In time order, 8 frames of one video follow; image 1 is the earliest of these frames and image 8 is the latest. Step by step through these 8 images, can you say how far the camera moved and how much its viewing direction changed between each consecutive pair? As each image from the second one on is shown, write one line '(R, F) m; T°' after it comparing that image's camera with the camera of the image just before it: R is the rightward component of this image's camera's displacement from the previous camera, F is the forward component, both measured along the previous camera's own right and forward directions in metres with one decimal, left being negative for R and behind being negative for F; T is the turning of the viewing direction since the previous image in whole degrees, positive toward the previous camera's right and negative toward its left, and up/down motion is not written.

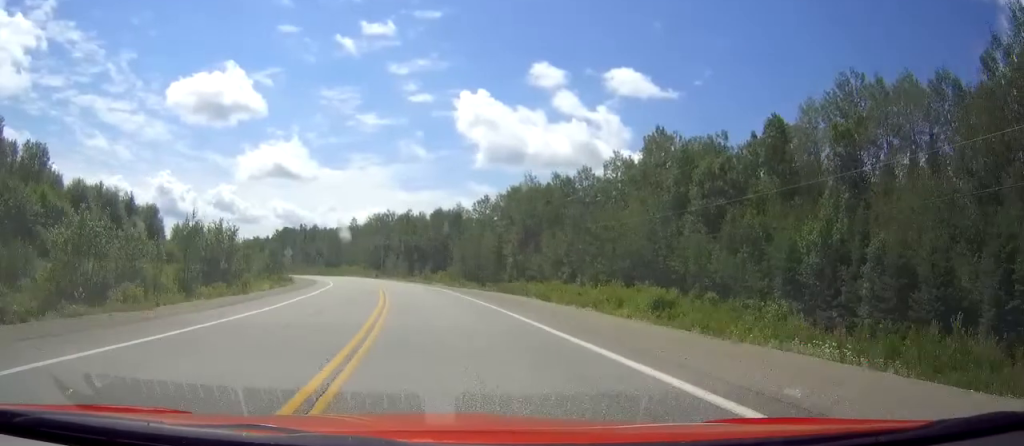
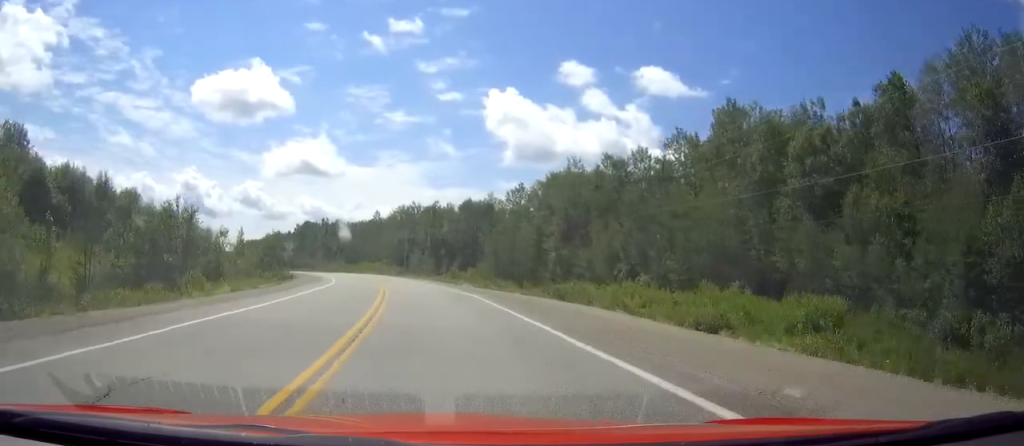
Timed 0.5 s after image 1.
(-0.2, +13.5) m; -3°
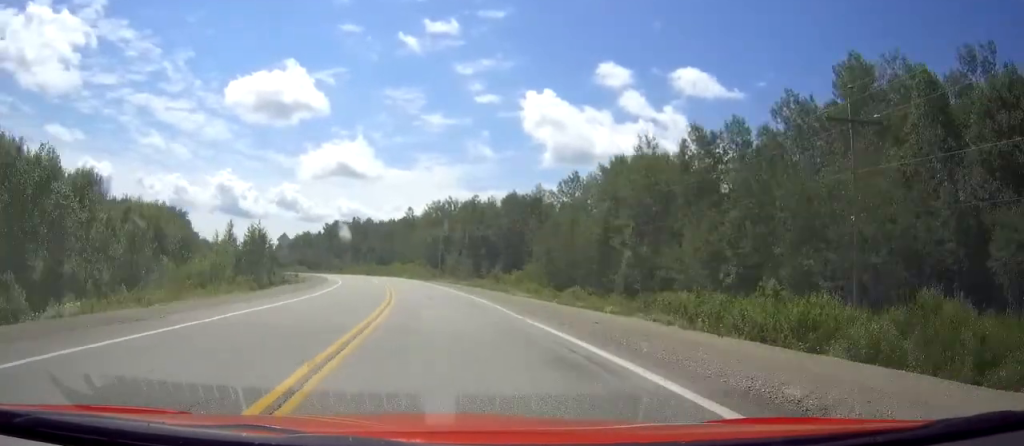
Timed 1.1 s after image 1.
(-0.6, +17.3) m; -3°
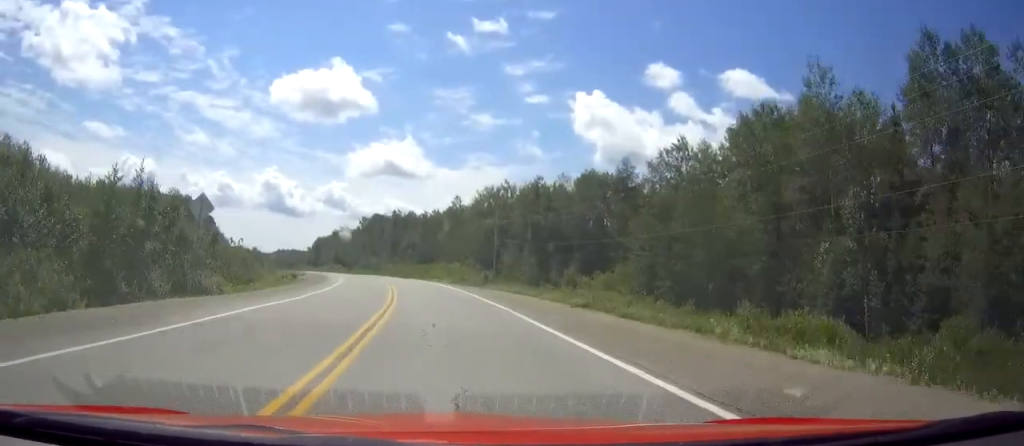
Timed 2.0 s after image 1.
(-1.4, +28.0) m; -5°
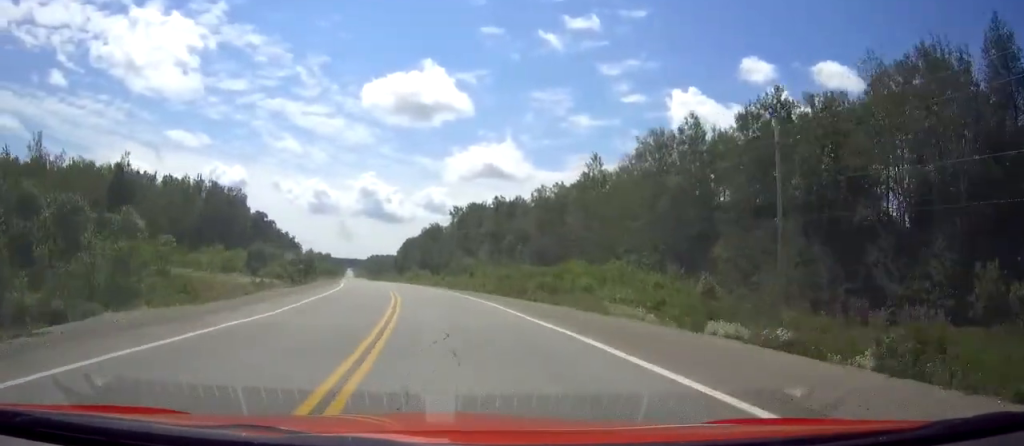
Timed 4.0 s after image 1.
(-4.0, +56.2) m; -7°
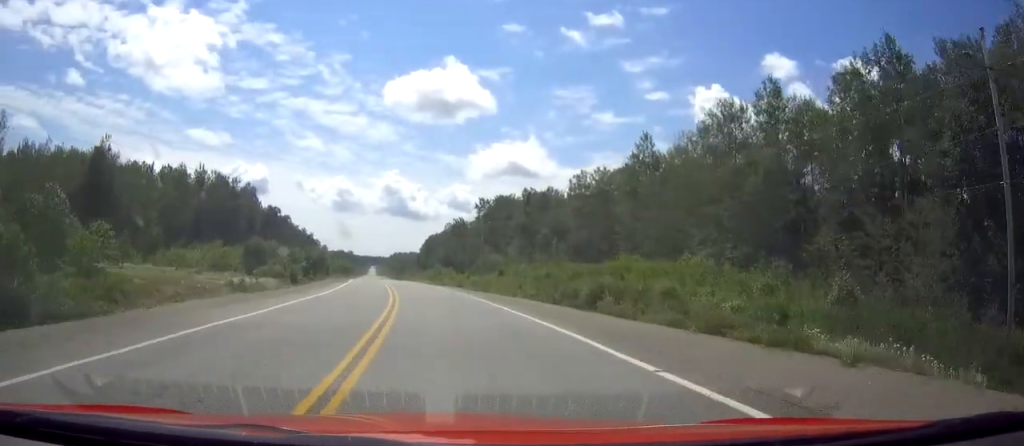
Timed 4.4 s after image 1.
(-0.1, +13.7) m; -2°
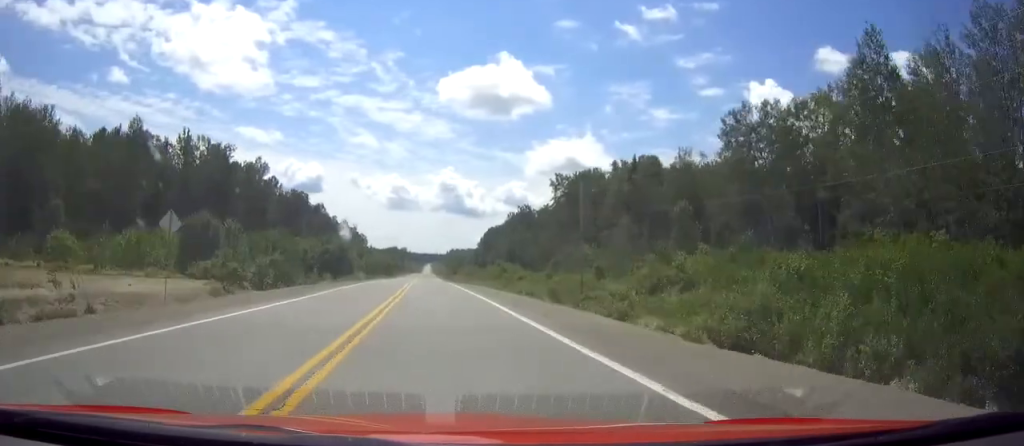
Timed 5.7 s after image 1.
(-1.6, +38.6) m; -5°
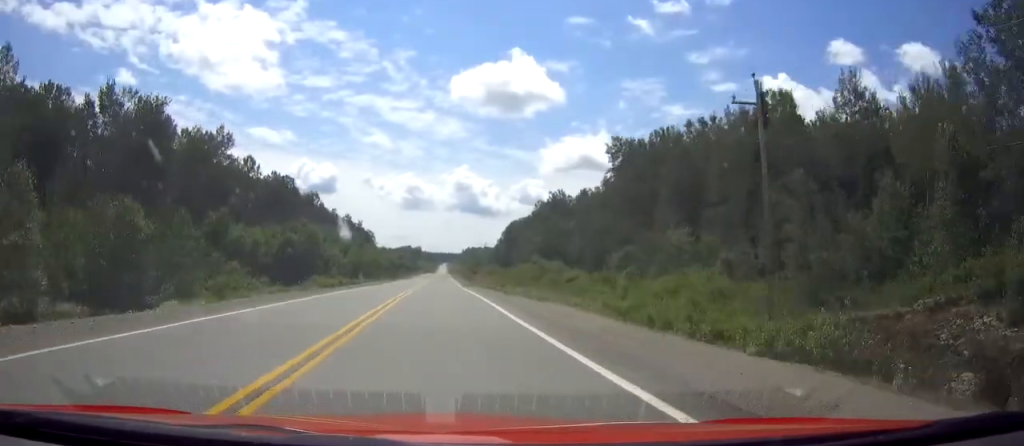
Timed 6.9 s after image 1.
(-1.0, +34.2) m; -2°
